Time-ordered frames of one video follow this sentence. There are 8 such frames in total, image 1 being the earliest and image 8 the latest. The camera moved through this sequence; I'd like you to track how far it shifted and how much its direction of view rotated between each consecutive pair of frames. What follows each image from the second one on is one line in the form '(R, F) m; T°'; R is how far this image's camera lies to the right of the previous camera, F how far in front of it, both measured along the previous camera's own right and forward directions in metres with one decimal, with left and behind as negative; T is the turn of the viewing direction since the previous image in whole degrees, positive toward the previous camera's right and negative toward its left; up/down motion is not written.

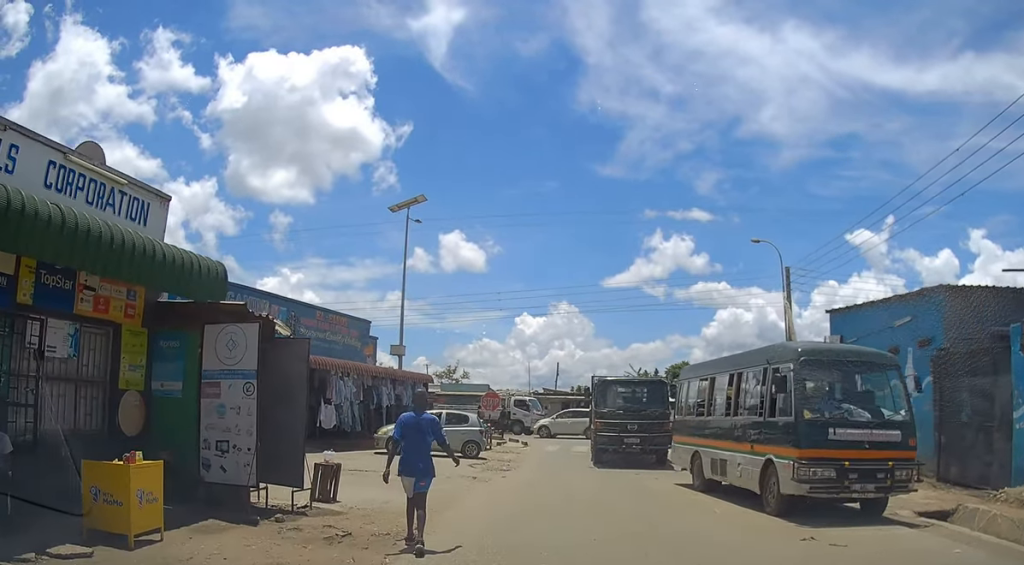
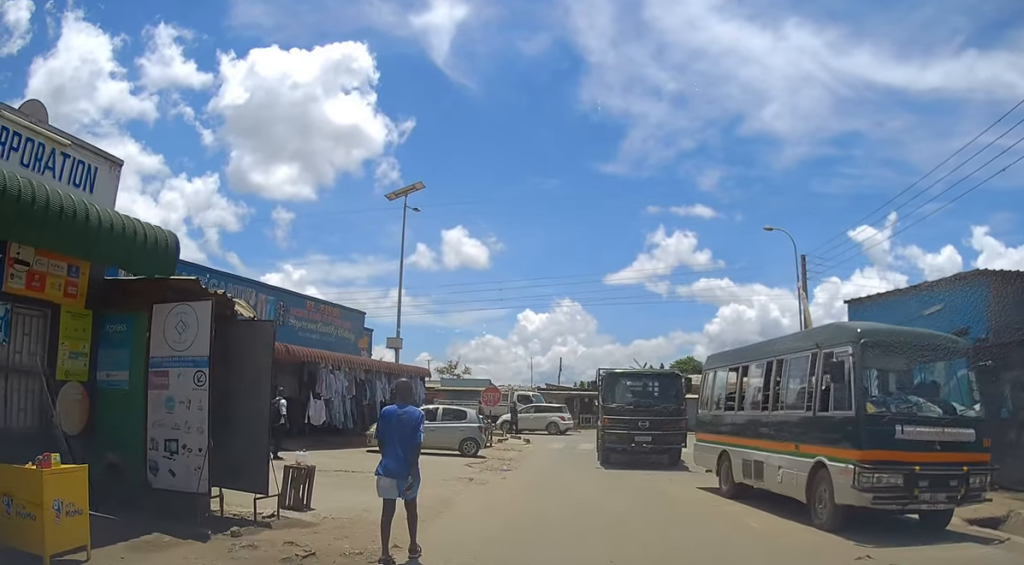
(0.0, +1.4) m; 0°
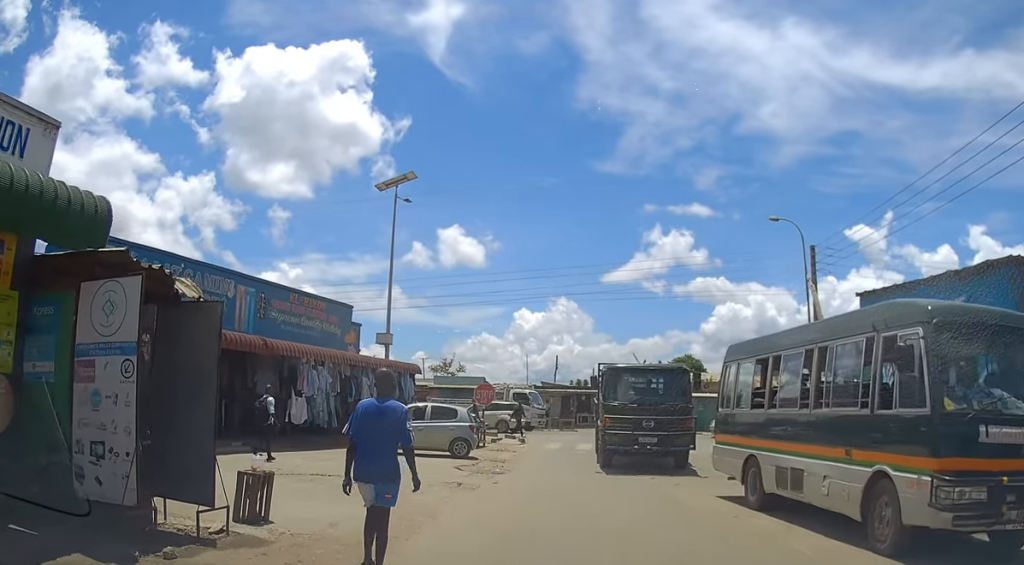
(0.0, +1.3) m; +1°
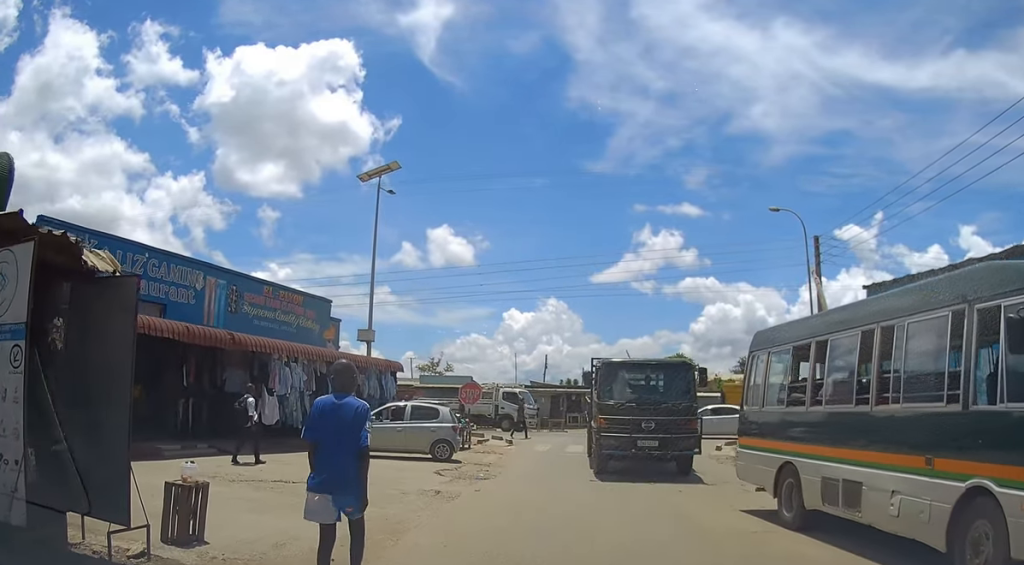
(0.0, +1.6) m; +1°
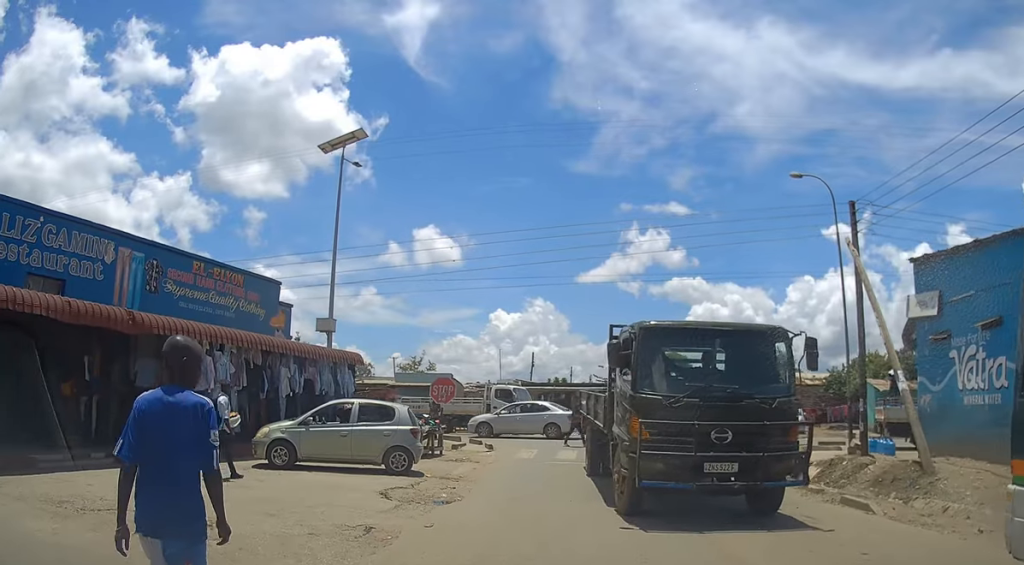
(+0.2, +4.2) m; +3°
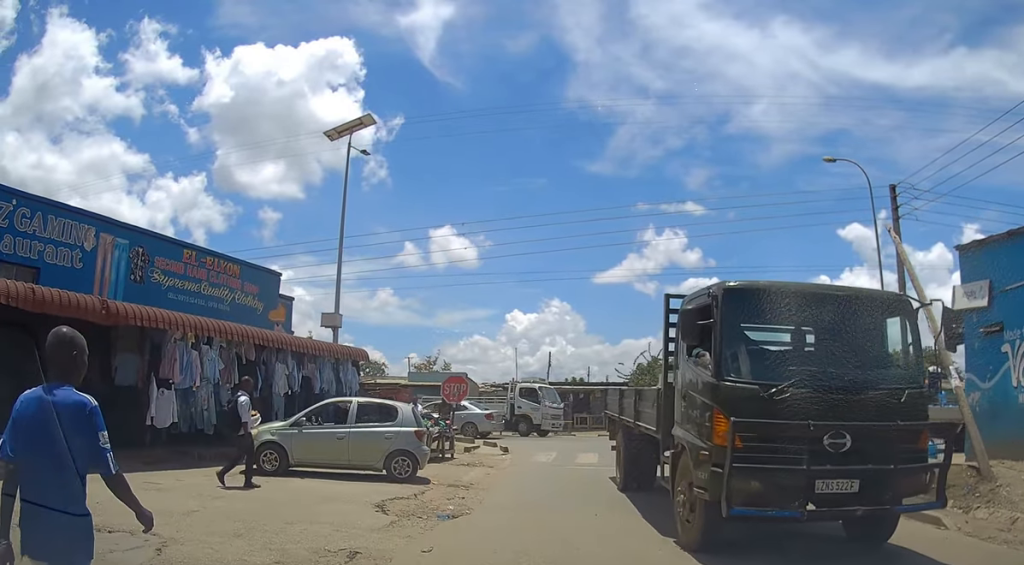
(-0.1, +1.5) m; -4°
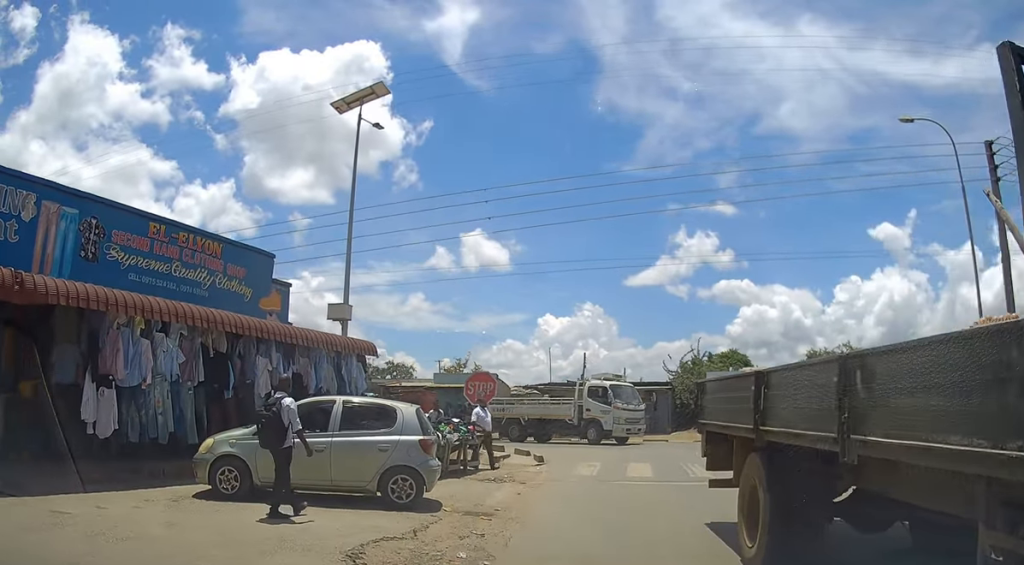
(-0.1, +3.3) m; -2°
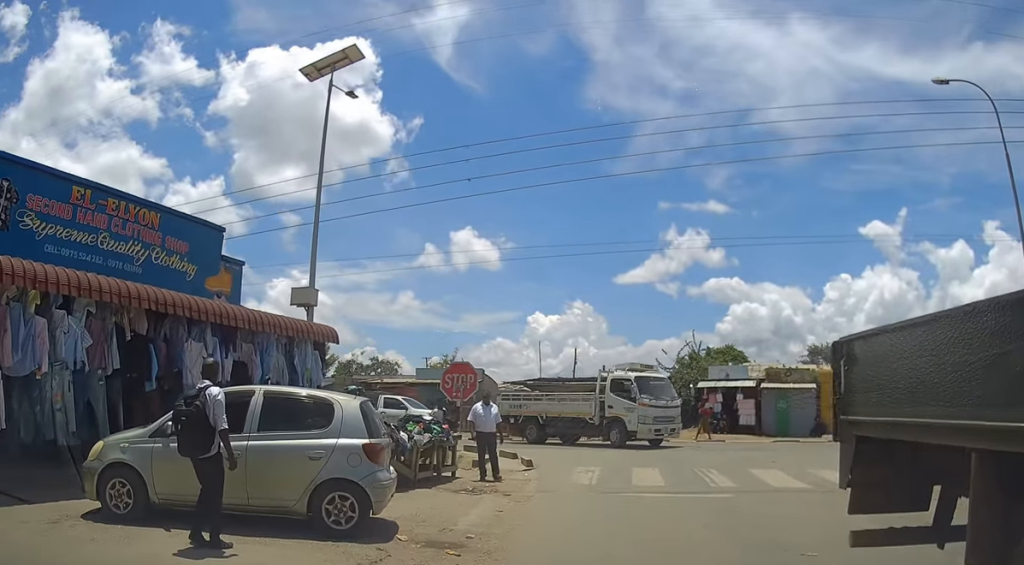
(0.0, +2.3) m; +2°
